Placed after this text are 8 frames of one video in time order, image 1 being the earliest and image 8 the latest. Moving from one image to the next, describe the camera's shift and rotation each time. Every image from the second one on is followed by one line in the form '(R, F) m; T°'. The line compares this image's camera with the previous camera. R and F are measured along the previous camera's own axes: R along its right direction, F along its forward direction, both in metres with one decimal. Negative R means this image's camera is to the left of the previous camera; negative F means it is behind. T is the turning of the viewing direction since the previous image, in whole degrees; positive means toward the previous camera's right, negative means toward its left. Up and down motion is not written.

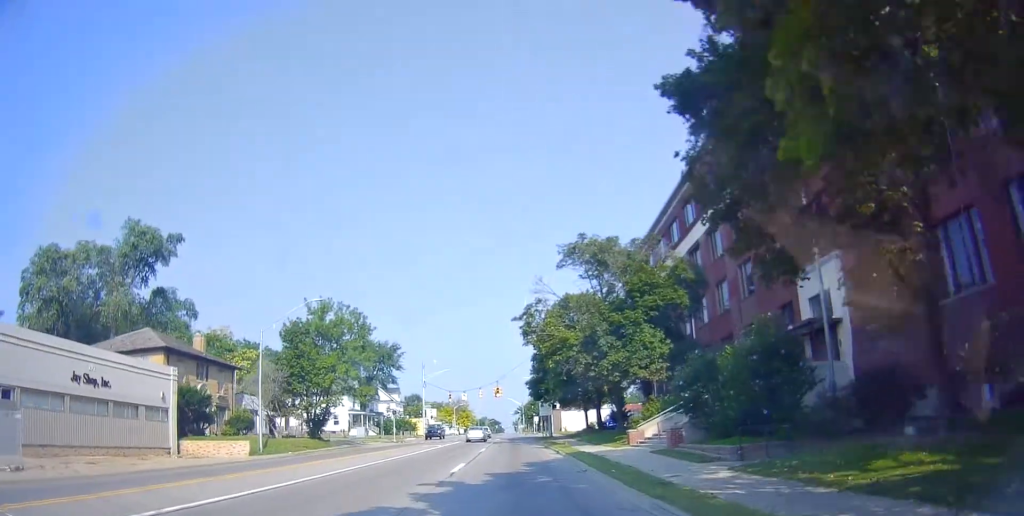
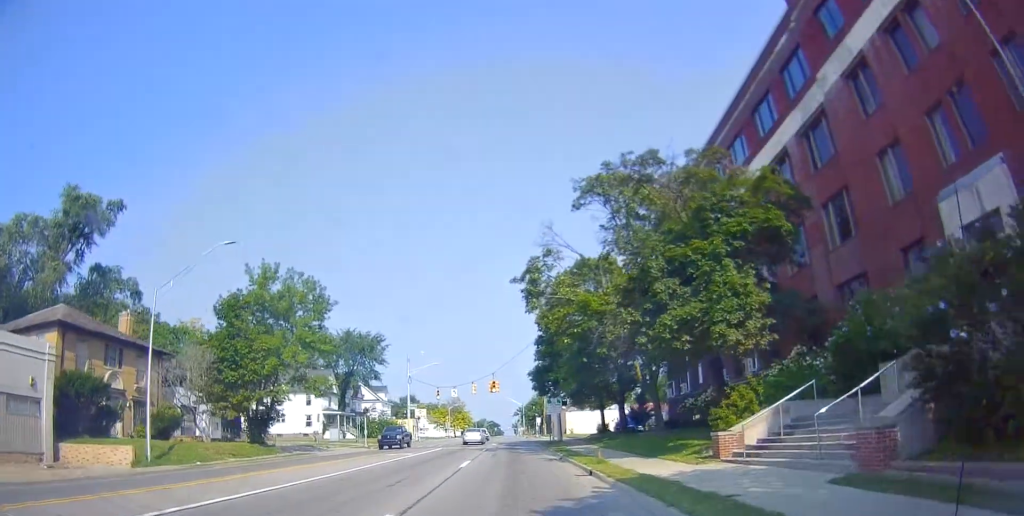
(+0.8, +12.3) m; -1°
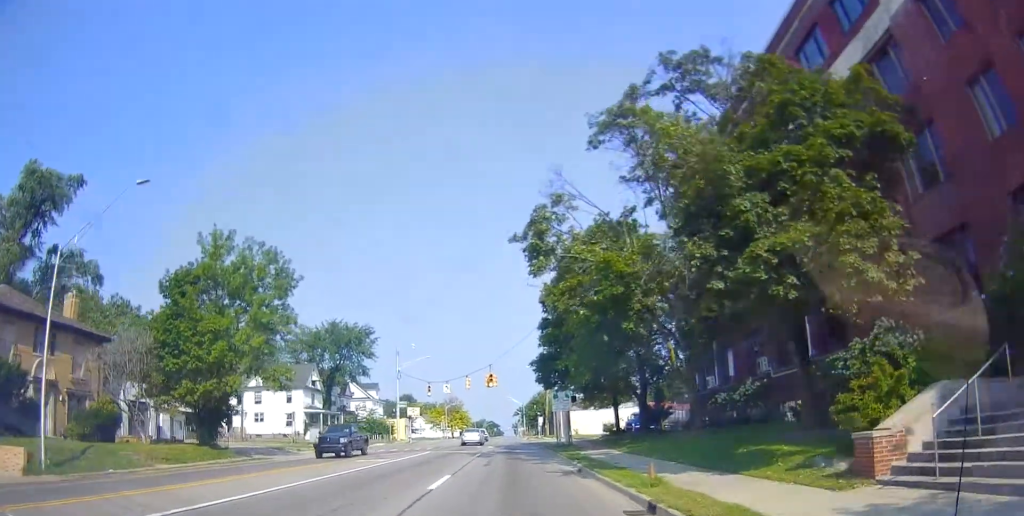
(-0.7, +7.2) m; -2°
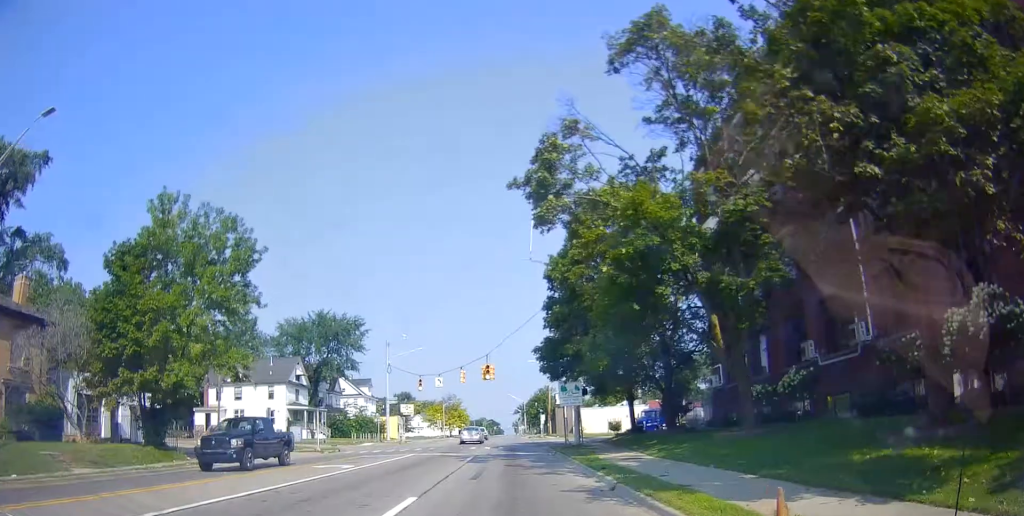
(+0.2, +5.8) m; 0°
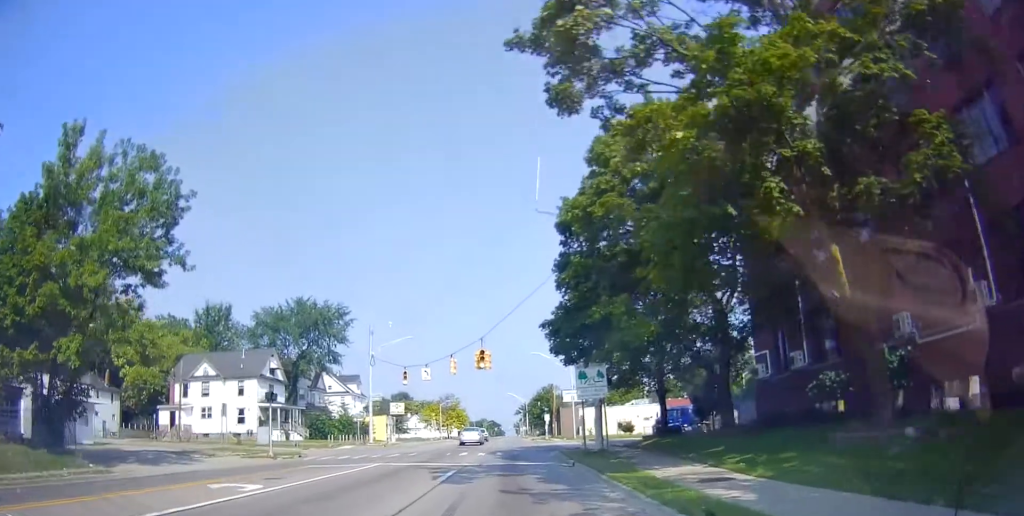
(+0.2, +8.2) m; 0°
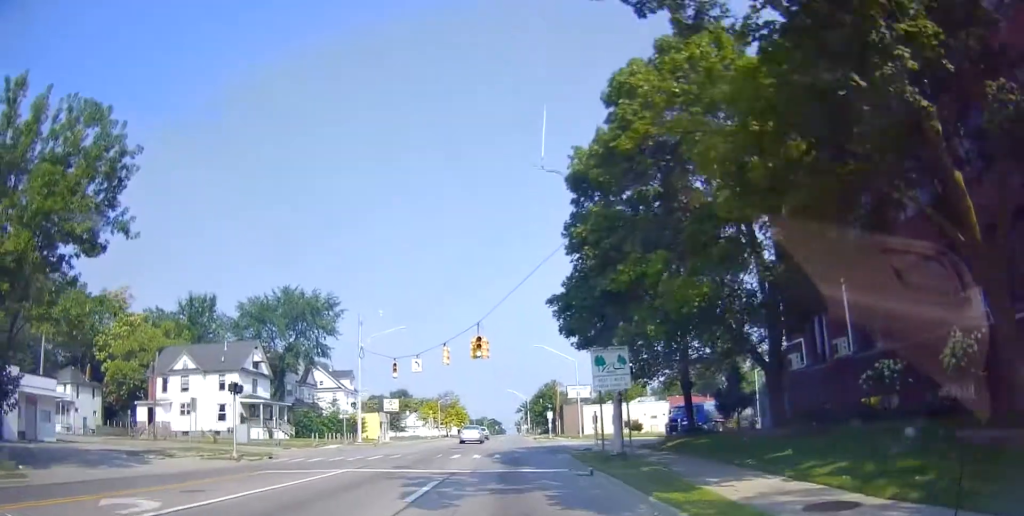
(-0.3, +4.5) m; +1°
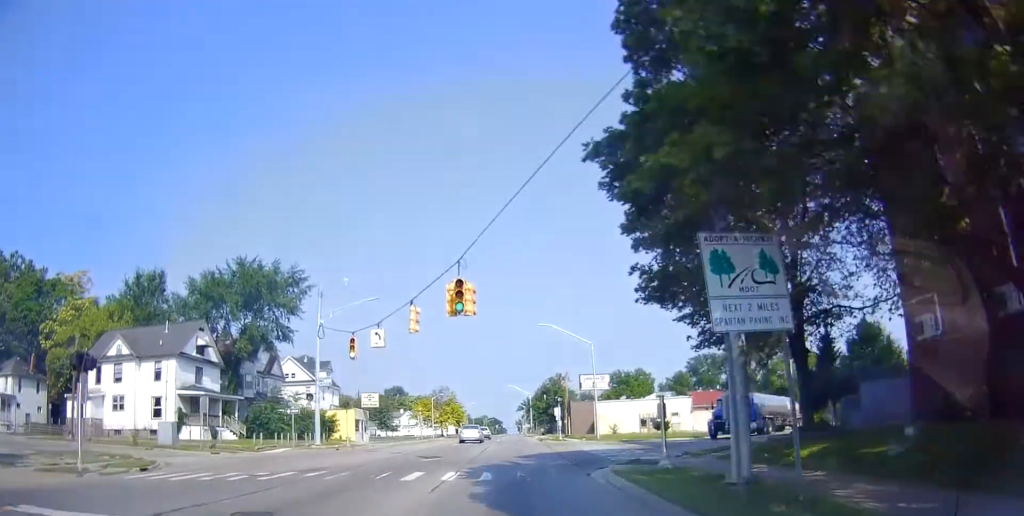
(+0.6, +12.0) m; +2°
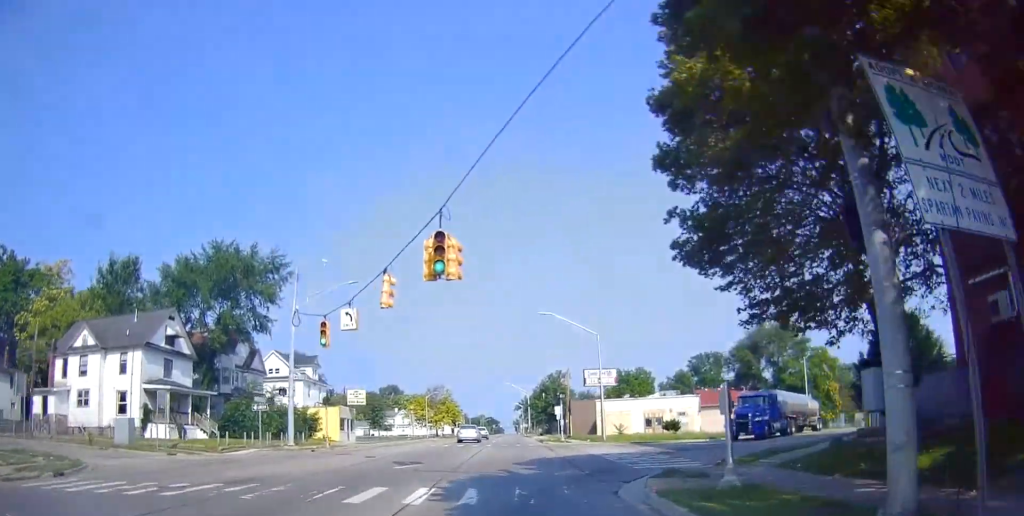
(-0.2, +4.8) m; +1°
